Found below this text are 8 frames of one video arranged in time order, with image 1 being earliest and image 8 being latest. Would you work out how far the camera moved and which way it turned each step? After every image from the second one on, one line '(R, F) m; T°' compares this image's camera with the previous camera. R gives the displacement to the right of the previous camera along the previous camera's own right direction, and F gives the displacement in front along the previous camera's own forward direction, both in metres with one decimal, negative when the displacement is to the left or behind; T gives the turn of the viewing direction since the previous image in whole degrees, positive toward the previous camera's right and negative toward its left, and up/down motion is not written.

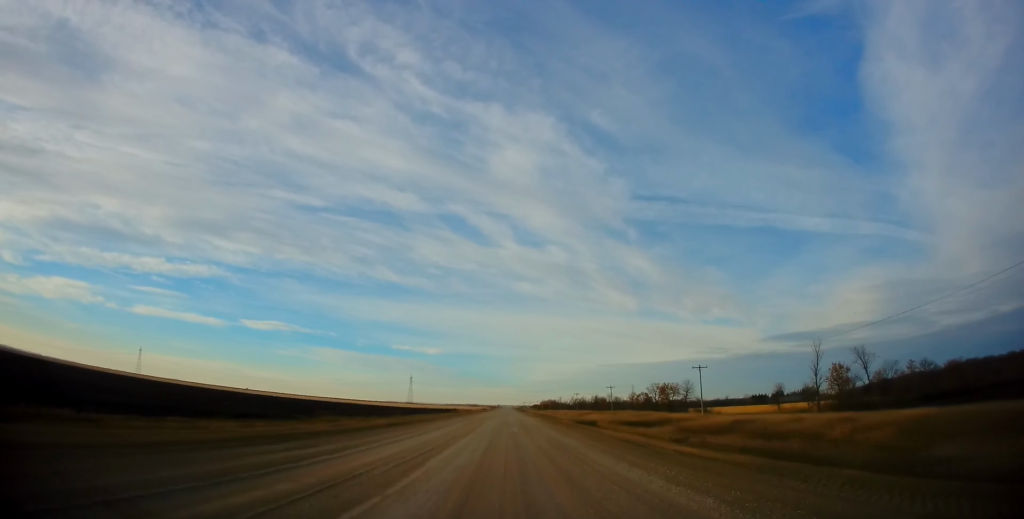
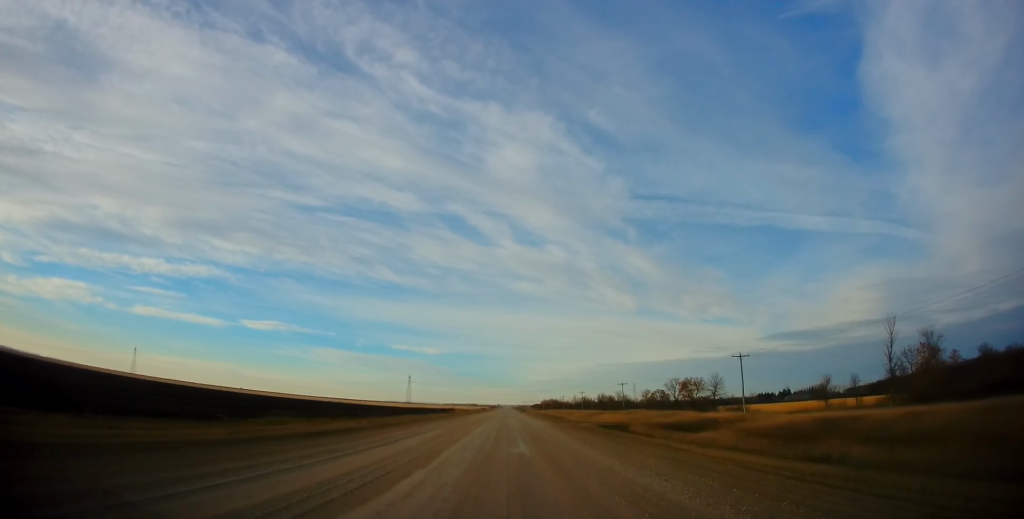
(+0.1, +18.0) m; 0°
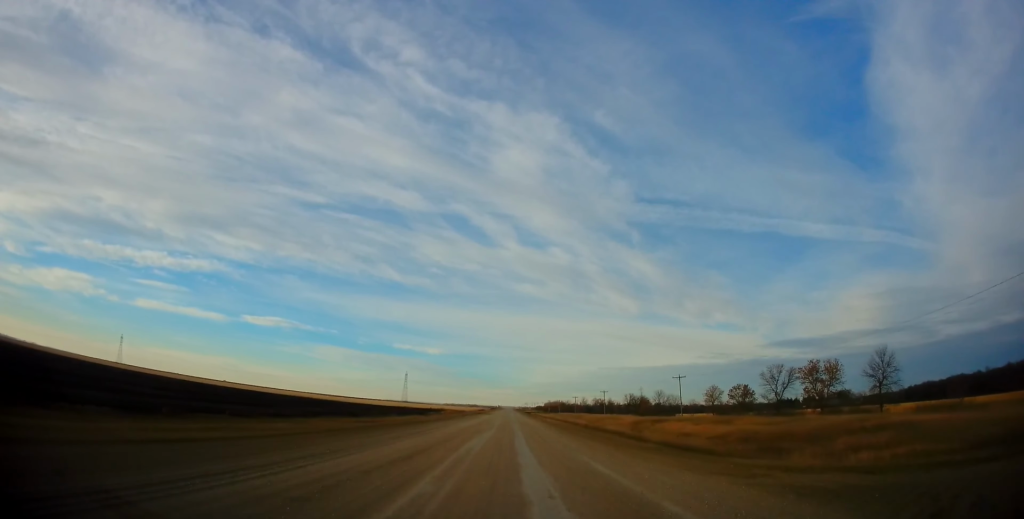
(+0.1, +50.9) m; 0°
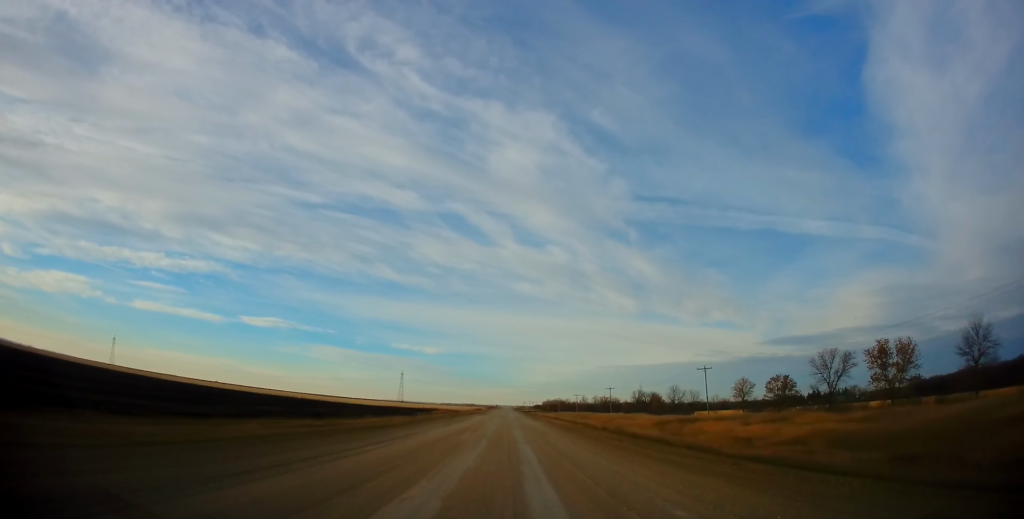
(+0.2, +15.1) m; 0°
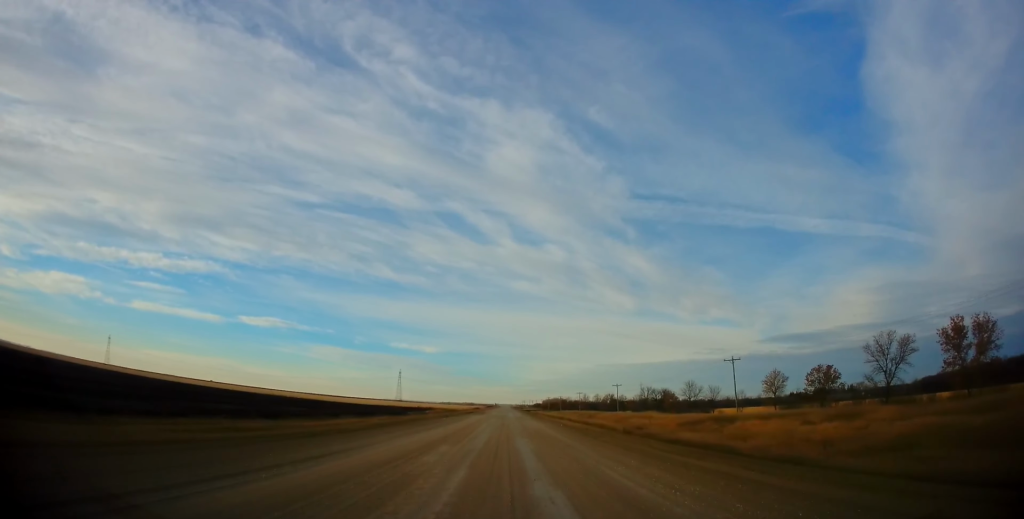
(-0.2, +11.6) m; 0°
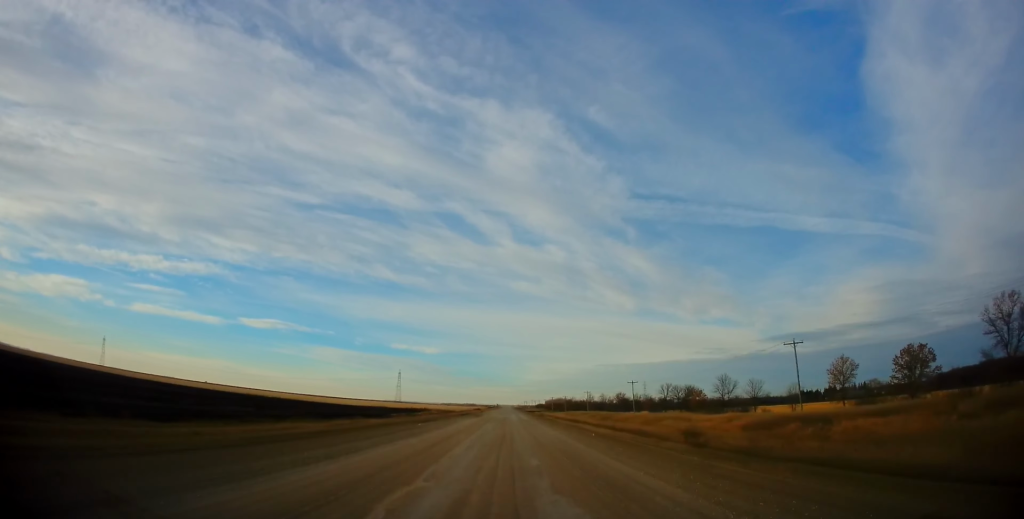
(-0.2, +17.3) m; 0°
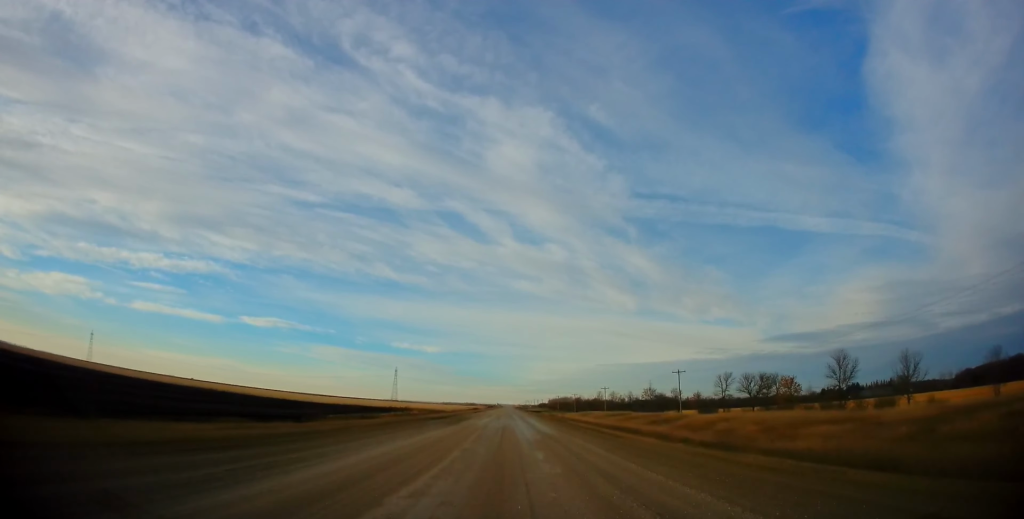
(0.0, +35.5) m; 0°
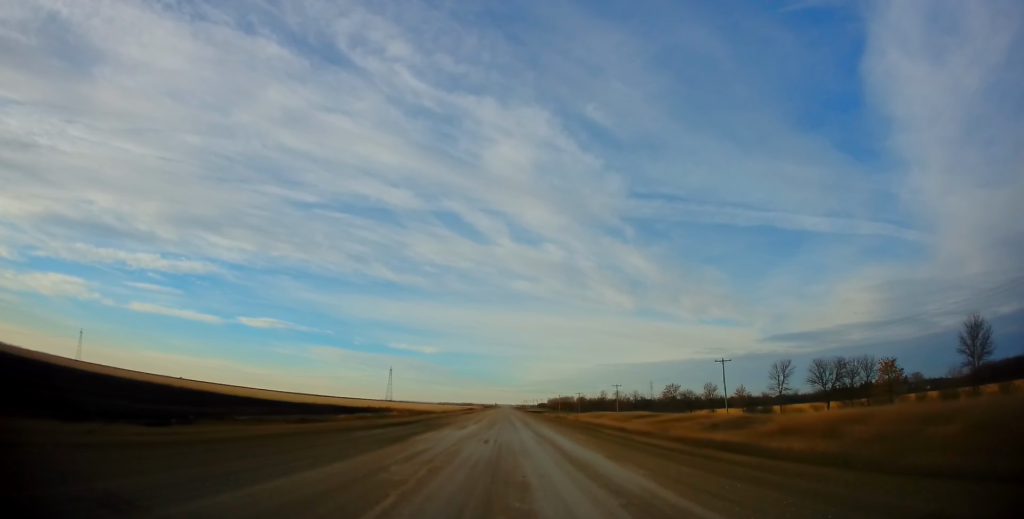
(-0.1, +21.1) m; 0°
